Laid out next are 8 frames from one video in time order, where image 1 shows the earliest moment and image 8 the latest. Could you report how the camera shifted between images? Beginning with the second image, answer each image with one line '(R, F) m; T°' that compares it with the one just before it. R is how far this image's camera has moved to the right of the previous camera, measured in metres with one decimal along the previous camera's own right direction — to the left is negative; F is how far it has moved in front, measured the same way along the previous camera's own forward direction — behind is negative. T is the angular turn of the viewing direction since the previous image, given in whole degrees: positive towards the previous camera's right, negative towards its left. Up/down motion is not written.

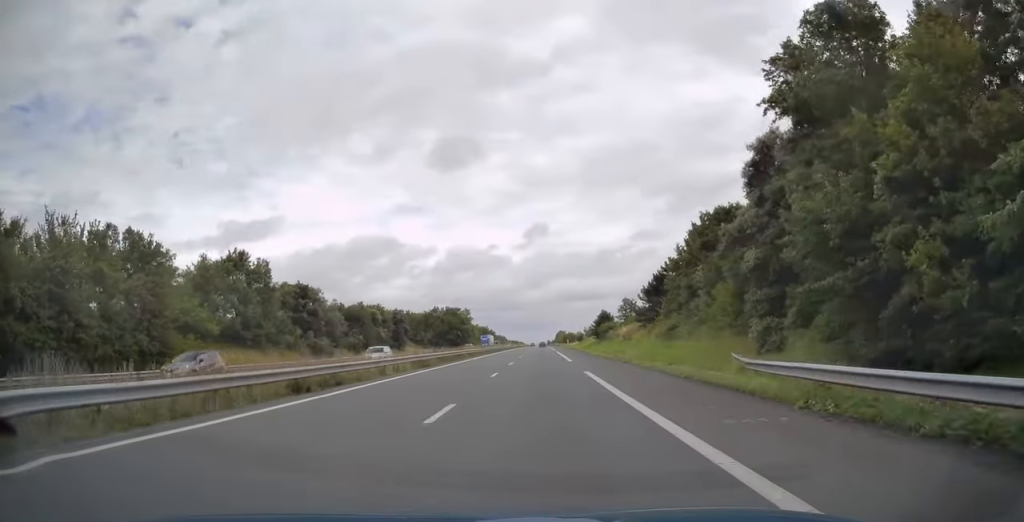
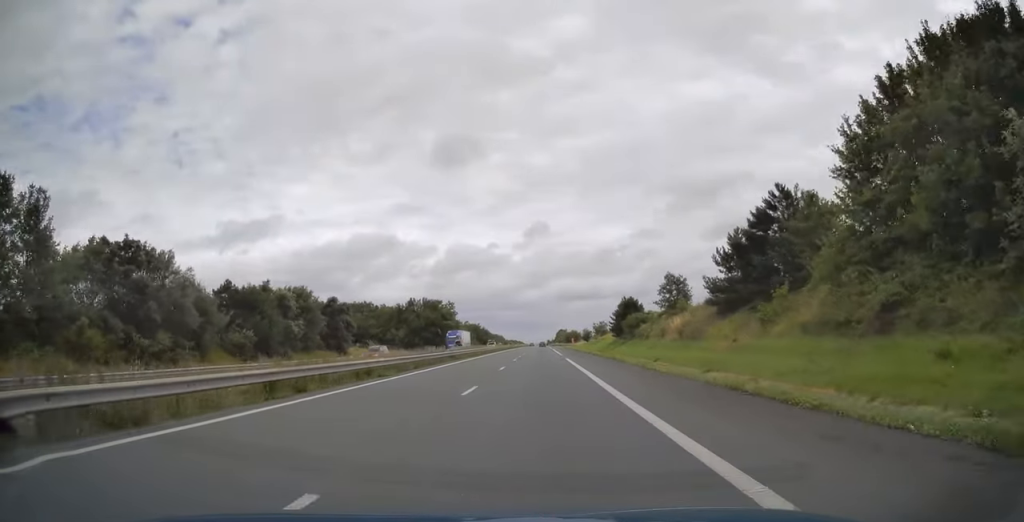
(0.0, +33.4) m; 0°
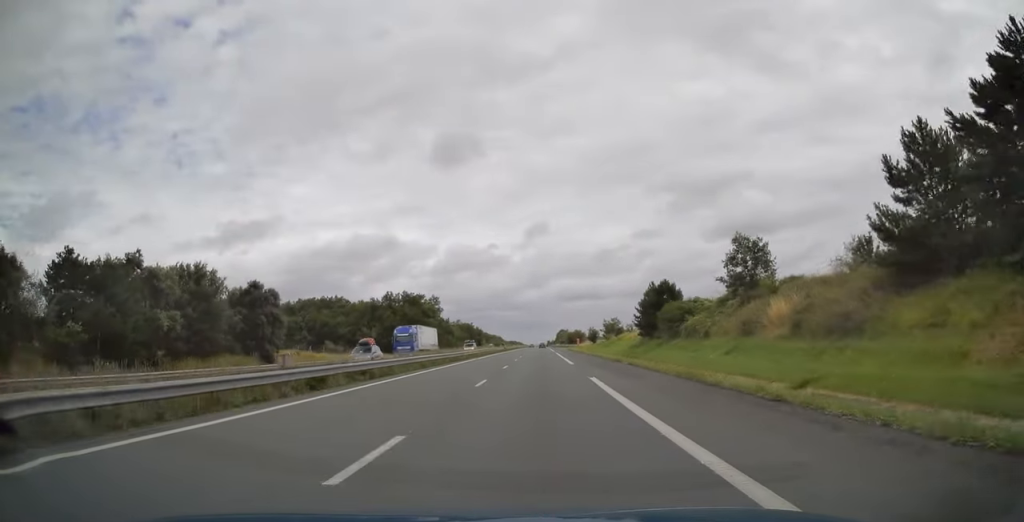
(0.0, +22.6) m; 0°
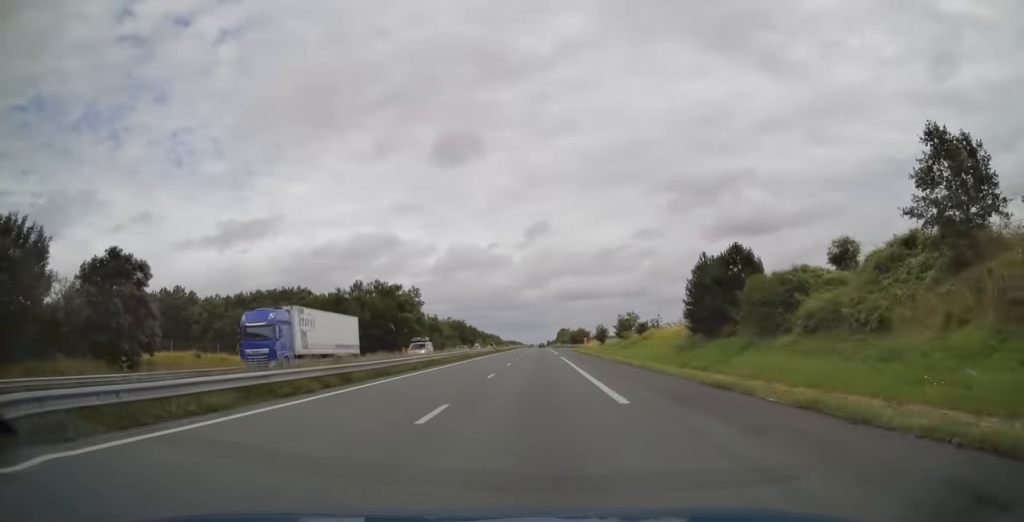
(0.0, +21.6) m; 0°
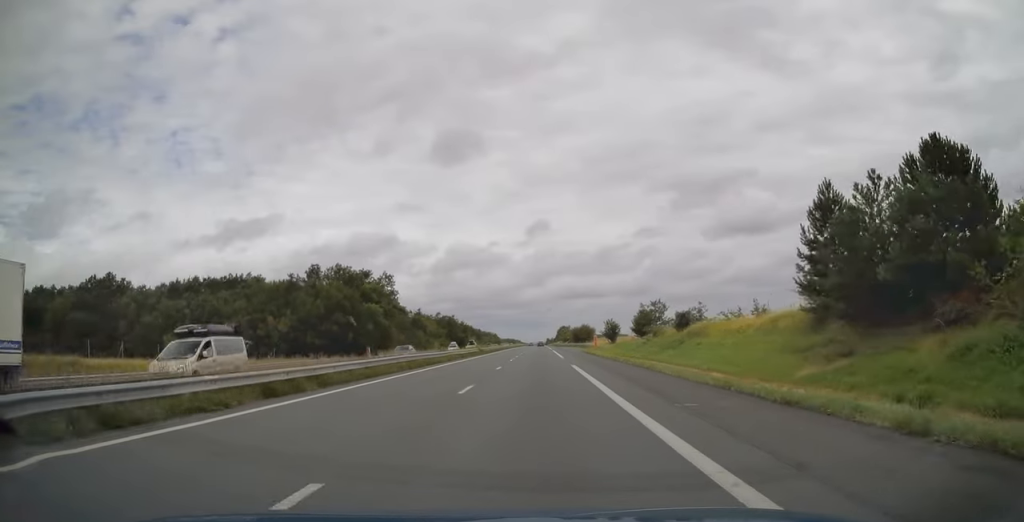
(0.0, +20.5) m; 0°
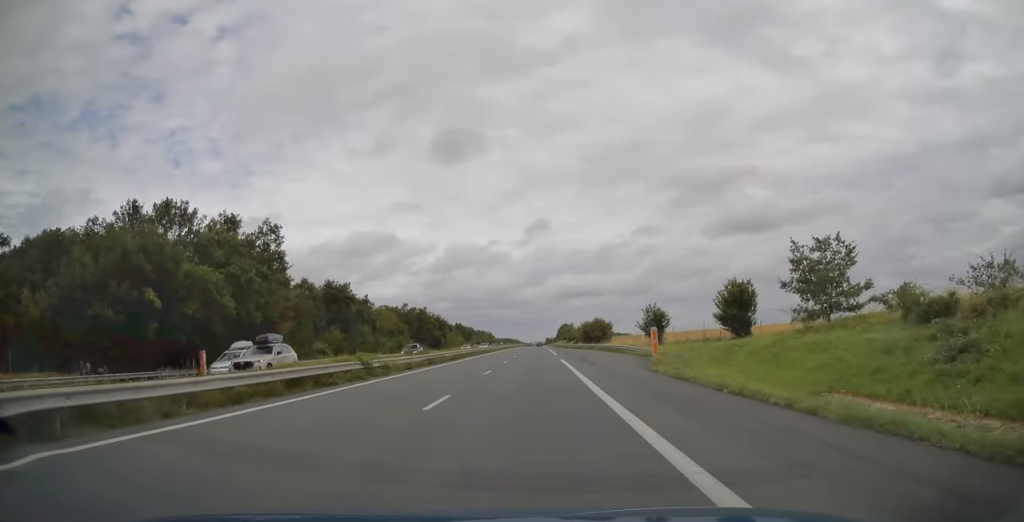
(+0.1, +42.6) m; 0°
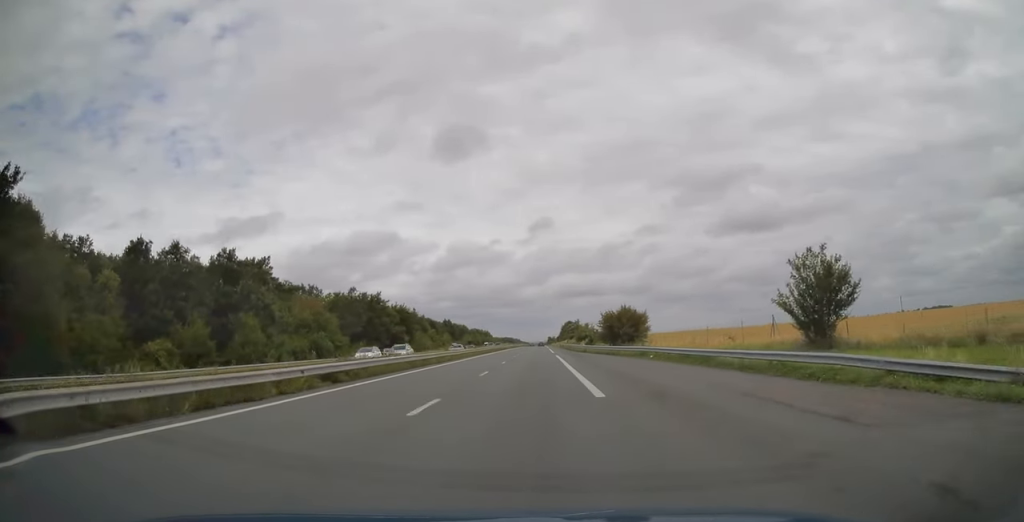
(-0.1, +39.9) m; 0°
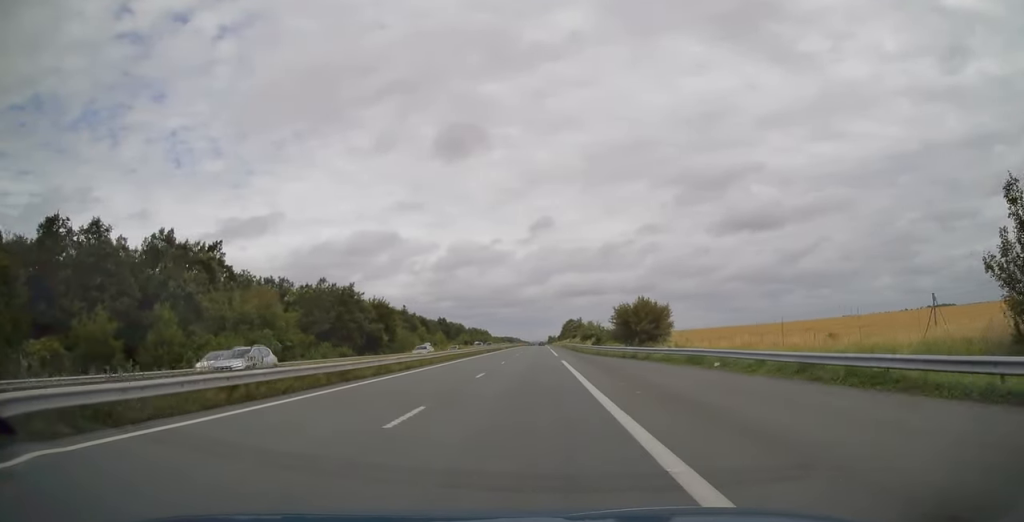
(0.0, +14.6) m; 0°
